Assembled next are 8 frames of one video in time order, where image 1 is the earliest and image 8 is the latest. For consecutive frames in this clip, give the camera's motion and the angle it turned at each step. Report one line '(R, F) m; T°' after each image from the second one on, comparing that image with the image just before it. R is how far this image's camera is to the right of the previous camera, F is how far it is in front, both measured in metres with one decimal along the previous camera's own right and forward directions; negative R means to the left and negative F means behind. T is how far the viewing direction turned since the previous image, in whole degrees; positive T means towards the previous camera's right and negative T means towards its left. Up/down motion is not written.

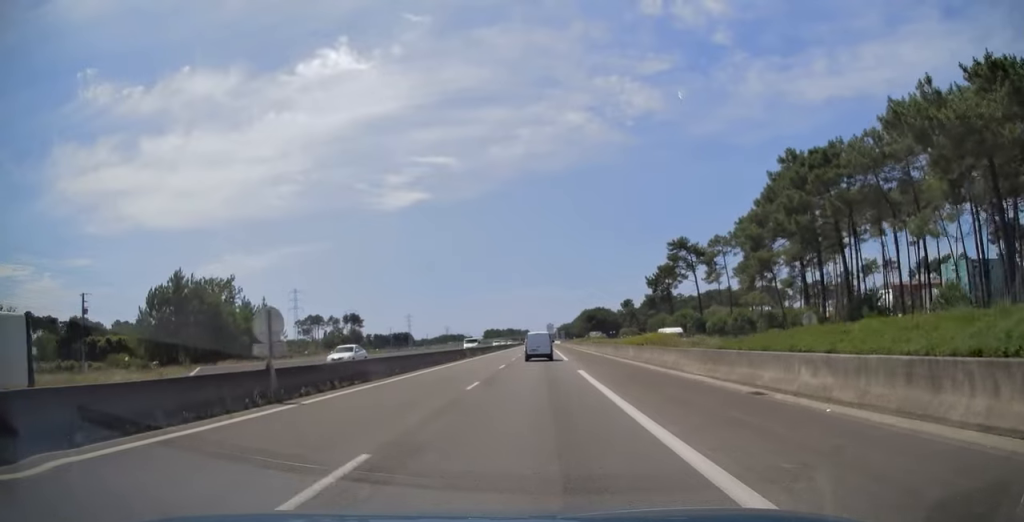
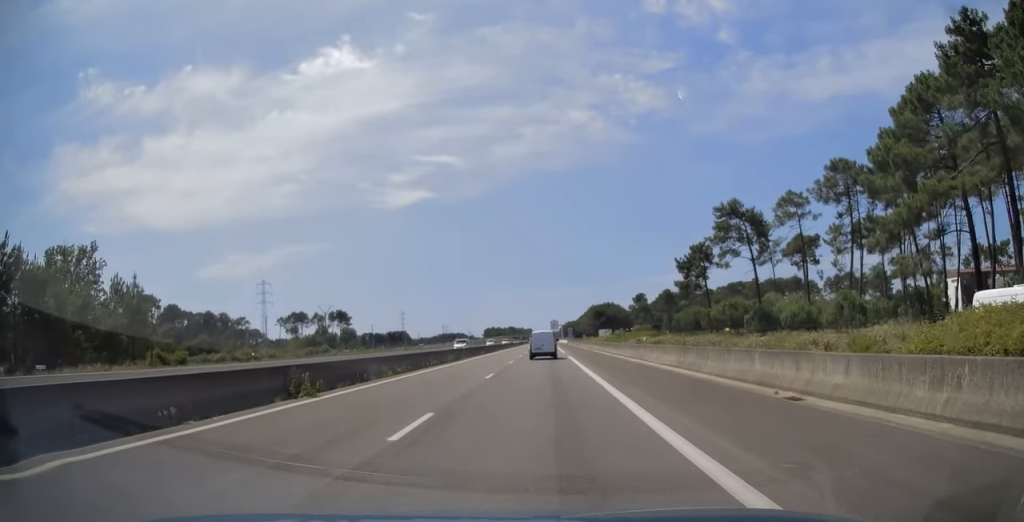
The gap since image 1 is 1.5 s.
(-0.3, +34.7) m; -1°
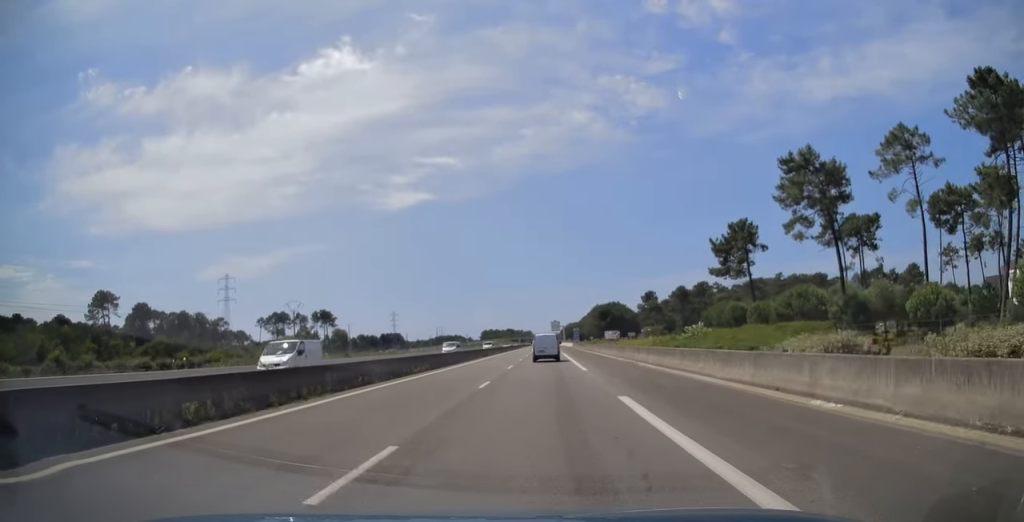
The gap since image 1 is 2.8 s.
(0.0, +29.0) m; 0°
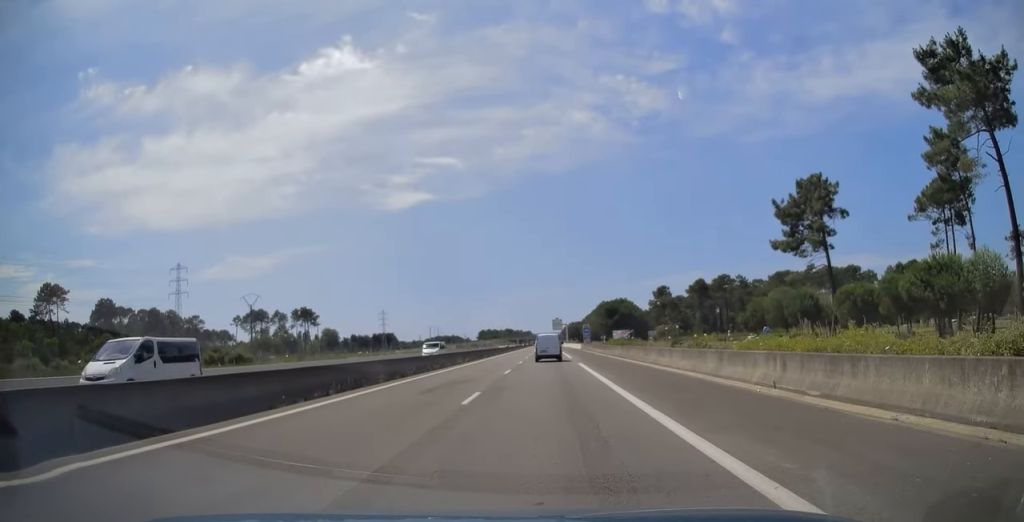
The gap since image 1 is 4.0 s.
(0.0, +30.2) m; 0°
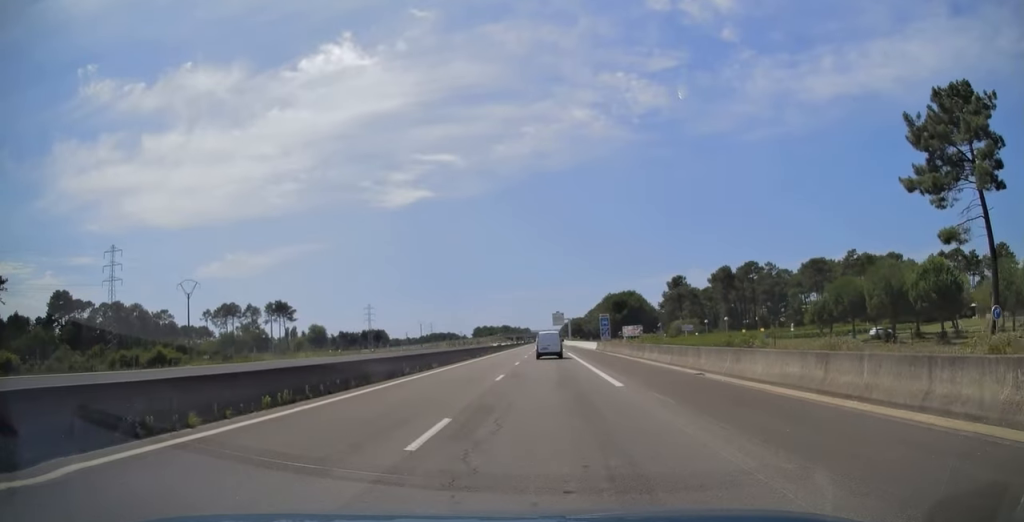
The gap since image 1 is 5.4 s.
(0.0, +31.3) m; +1°
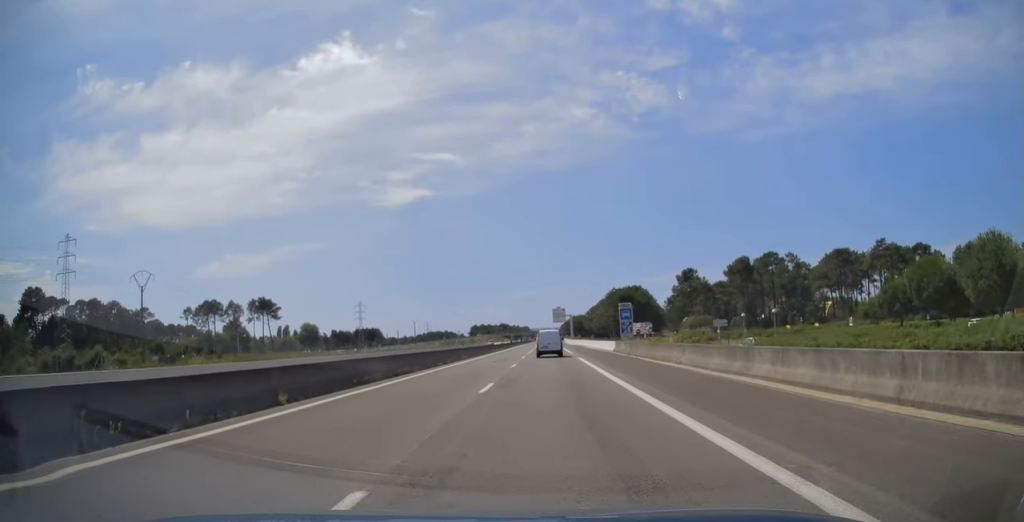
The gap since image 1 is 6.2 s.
(+0.4, +18.0) m; 0°
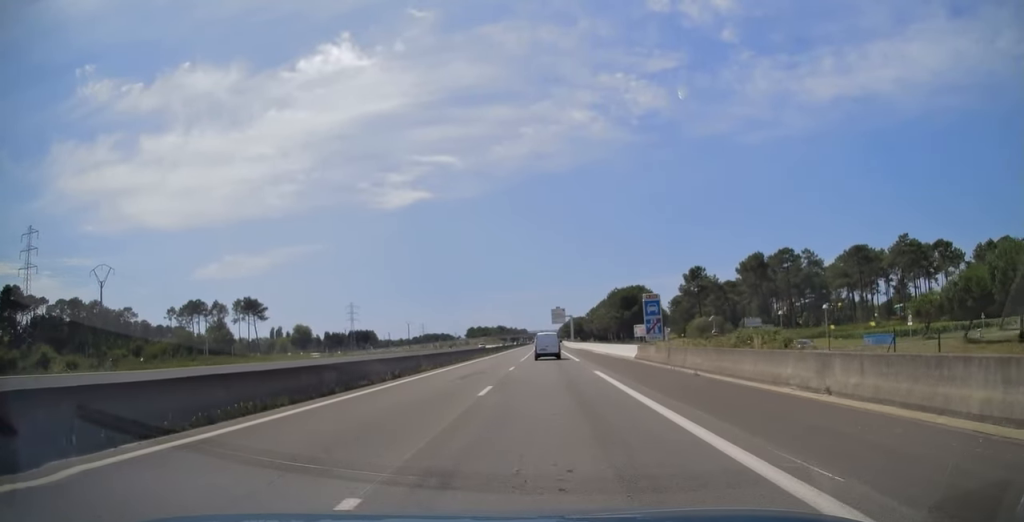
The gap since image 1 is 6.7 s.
(-0.1, +13.0) m; 0°
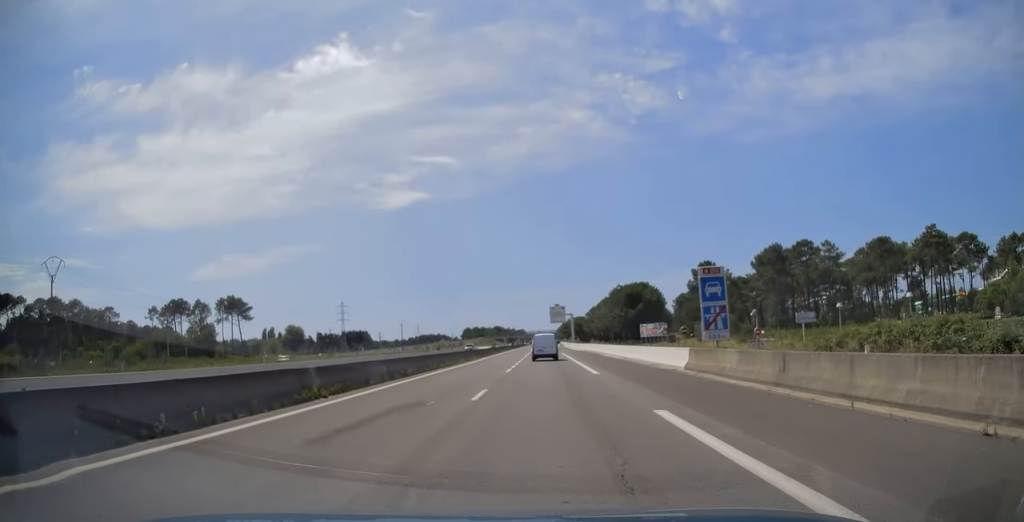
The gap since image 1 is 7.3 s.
(-0.2, +13.9) m; -1°
